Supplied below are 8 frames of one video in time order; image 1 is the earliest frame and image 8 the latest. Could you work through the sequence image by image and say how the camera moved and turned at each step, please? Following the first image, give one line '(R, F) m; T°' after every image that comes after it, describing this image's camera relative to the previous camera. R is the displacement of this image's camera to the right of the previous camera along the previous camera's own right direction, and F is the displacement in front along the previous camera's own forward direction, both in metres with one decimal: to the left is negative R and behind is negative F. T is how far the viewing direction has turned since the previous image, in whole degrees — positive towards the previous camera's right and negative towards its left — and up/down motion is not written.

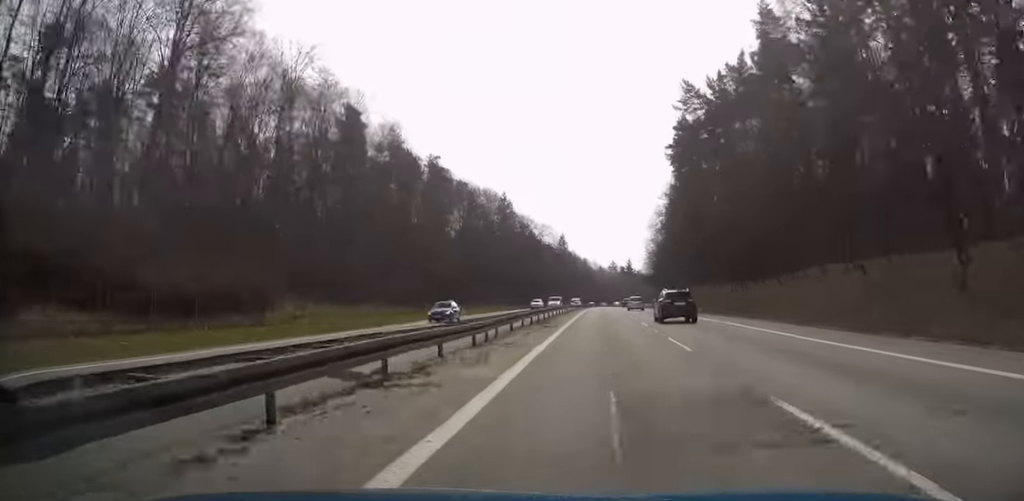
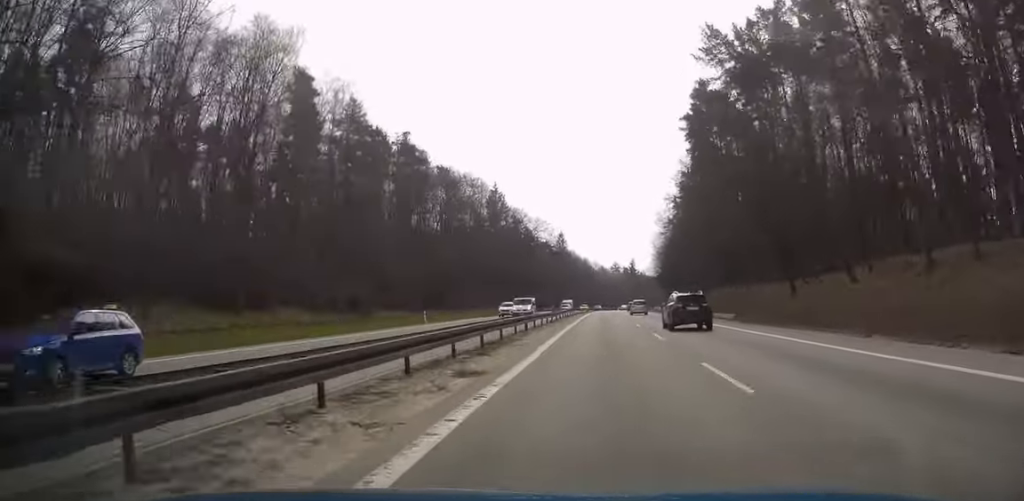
(0.0, +18.5) m; 0°
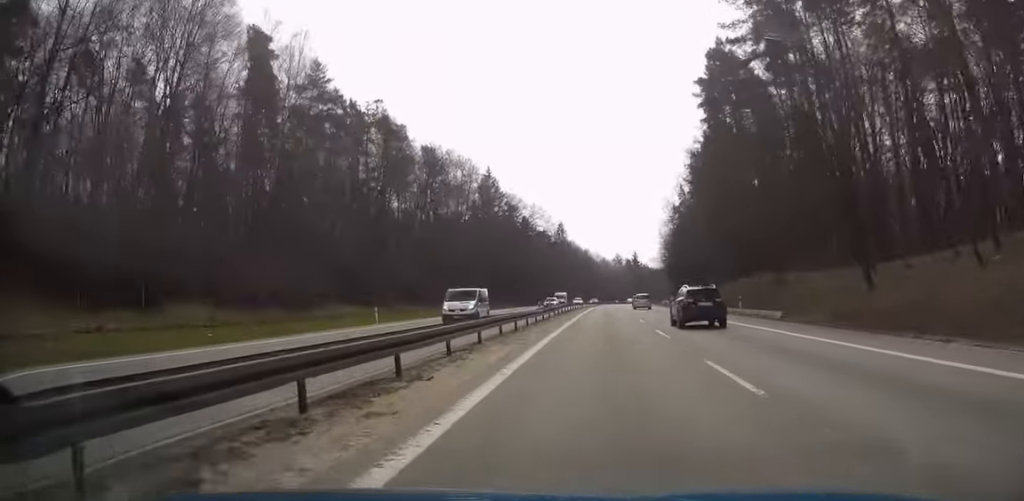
(0.0, +12.5) m; 0°
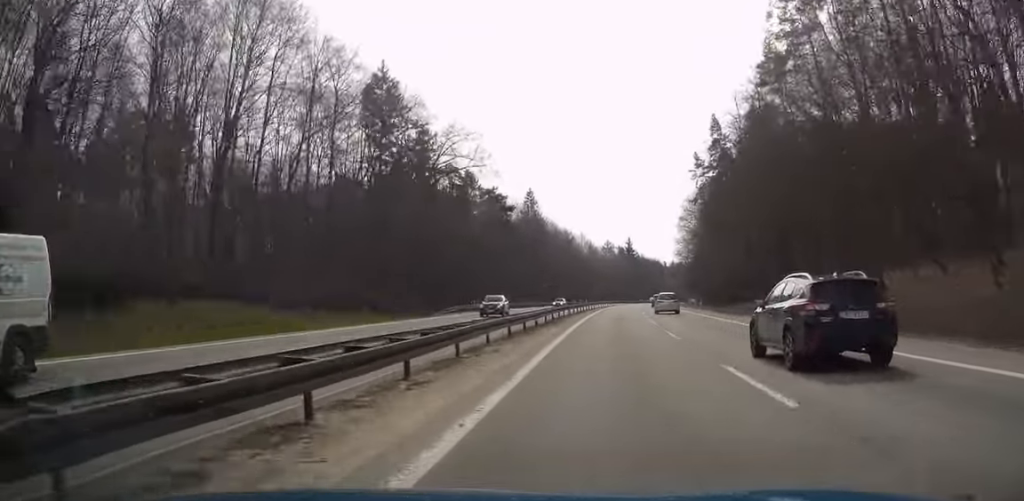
(+0.2, +72.3) m; +1°
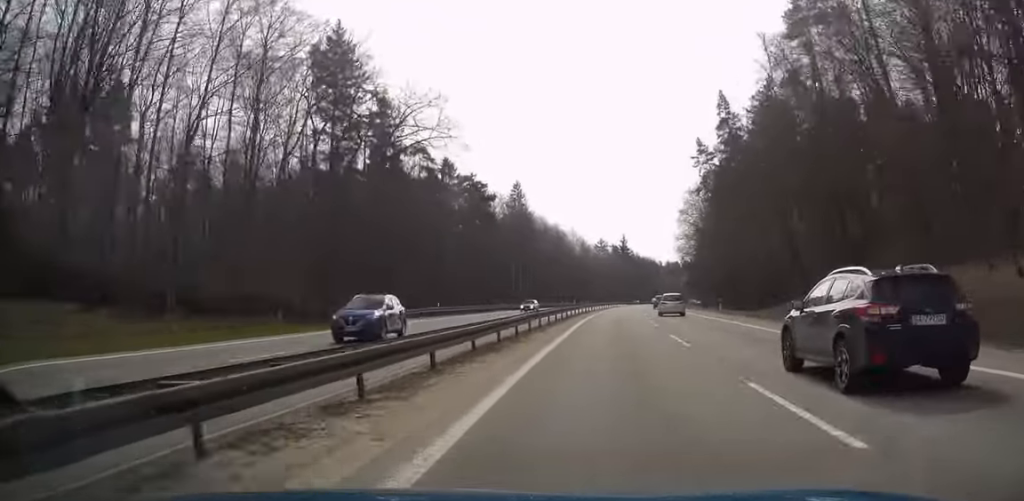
(-0.1, +14.1) m; +1°
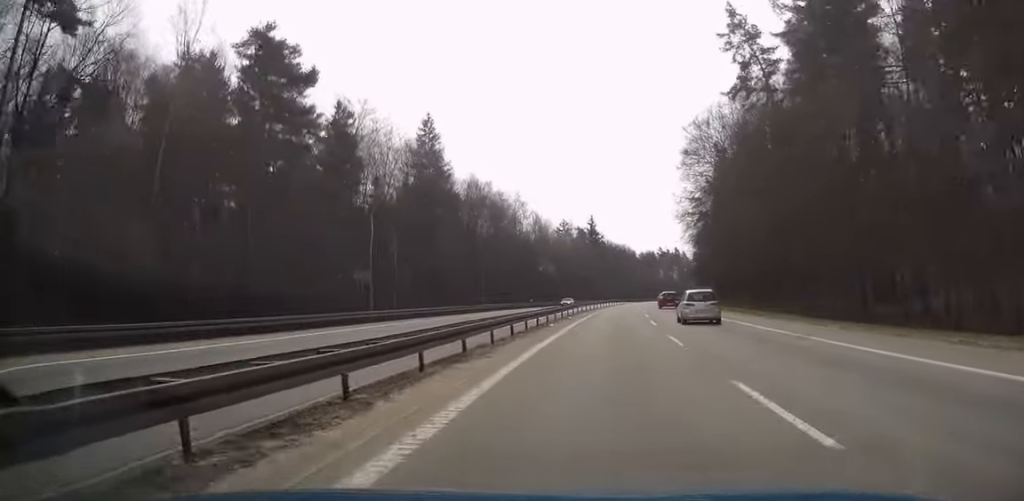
(+1.8, +59.7) m; +3°
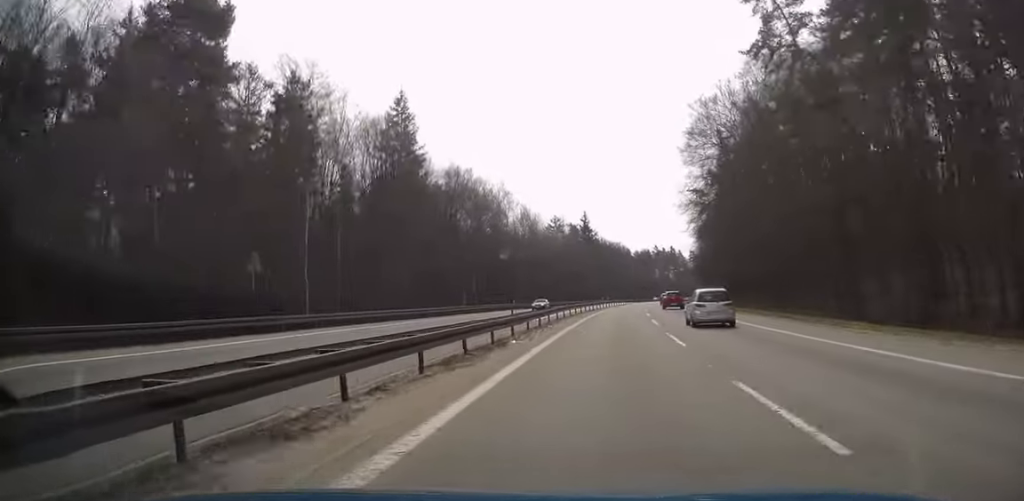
(+0.1, +12.2) m; +1°
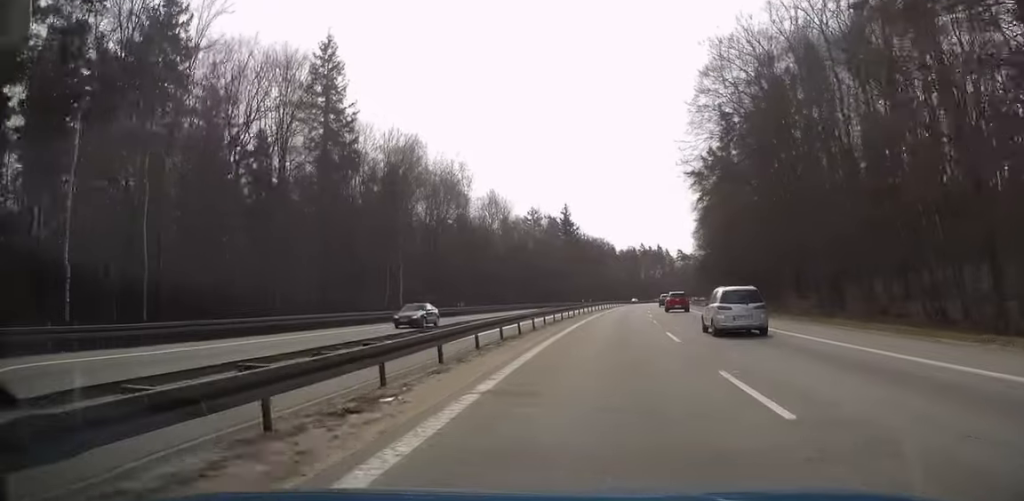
(0.0, +22.3) m; +1°
